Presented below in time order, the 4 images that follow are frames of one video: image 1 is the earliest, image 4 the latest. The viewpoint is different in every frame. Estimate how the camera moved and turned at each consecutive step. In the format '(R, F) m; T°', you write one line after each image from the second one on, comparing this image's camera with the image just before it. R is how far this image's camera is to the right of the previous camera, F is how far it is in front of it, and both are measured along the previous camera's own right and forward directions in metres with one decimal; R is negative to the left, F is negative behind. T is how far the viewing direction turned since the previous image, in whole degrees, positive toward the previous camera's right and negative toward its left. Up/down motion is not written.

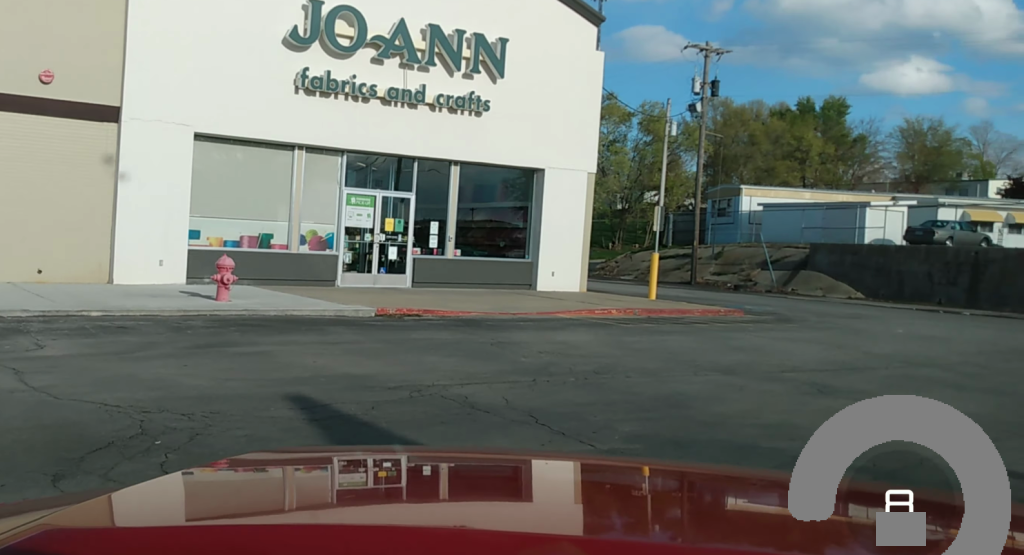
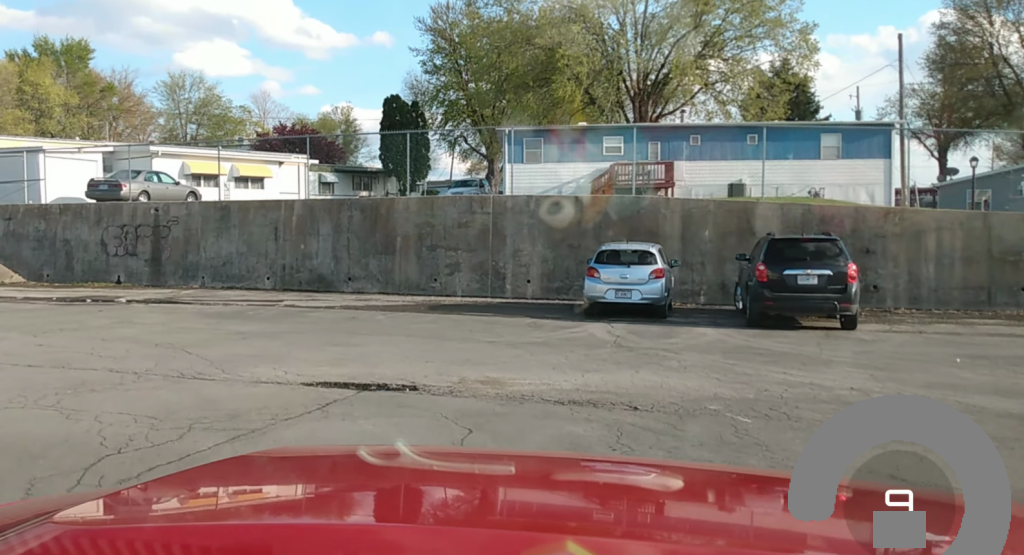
(+5.8, +14.0) m; +25°
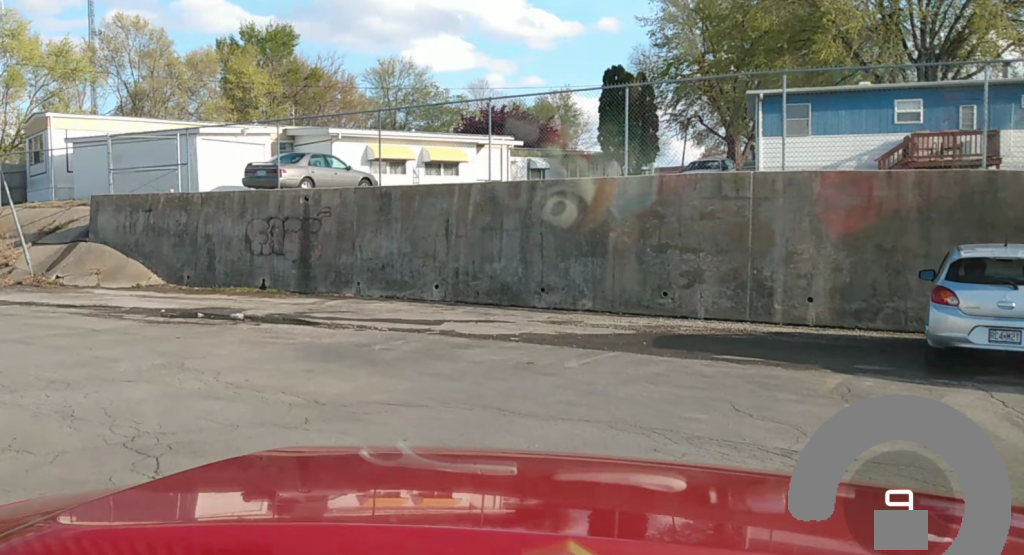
(-0.2, +6.7) m; -7°
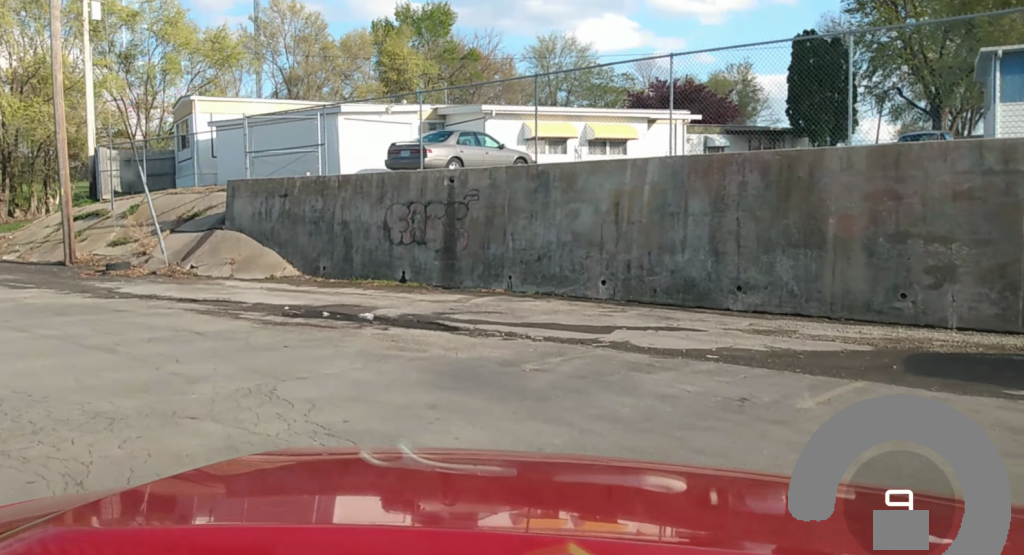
(-0.1, +3.0) m; -7°
